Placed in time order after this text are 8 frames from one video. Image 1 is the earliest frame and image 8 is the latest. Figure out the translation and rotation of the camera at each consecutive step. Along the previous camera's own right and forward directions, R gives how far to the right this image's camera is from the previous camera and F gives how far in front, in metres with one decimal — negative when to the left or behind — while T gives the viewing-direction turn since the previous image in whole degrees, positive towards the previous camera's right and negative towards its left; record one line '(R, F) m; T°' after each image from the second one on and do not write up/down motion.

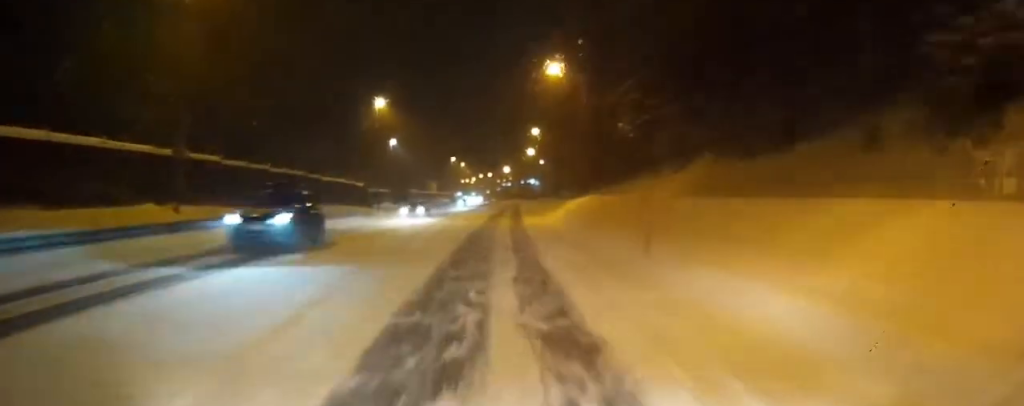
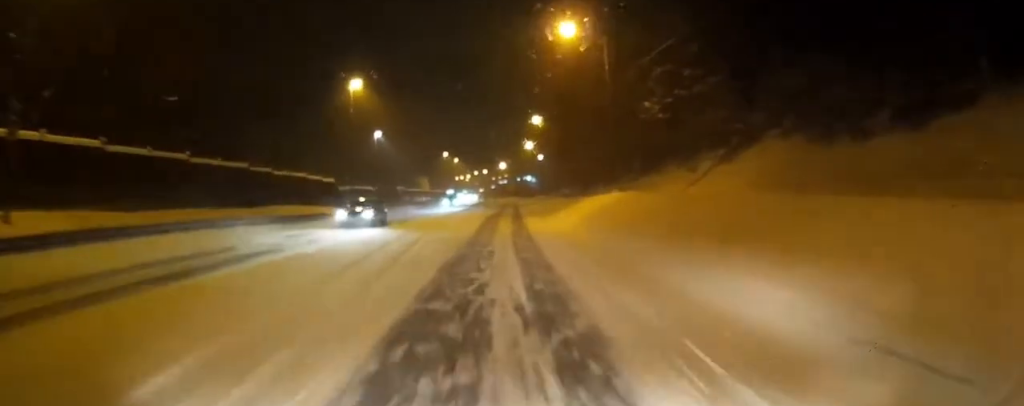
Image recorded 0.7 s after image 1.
(0.0, +8.8) m; +1°
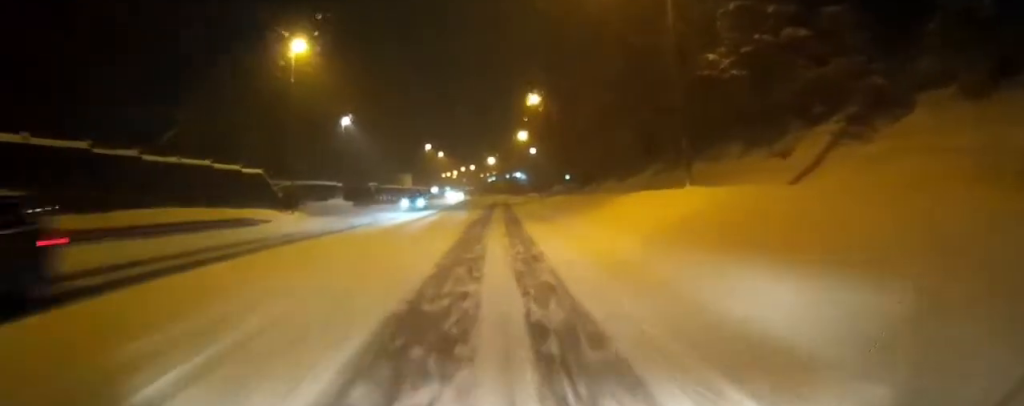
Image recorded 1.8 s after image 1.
(+0.1, +12.5) m; +1°
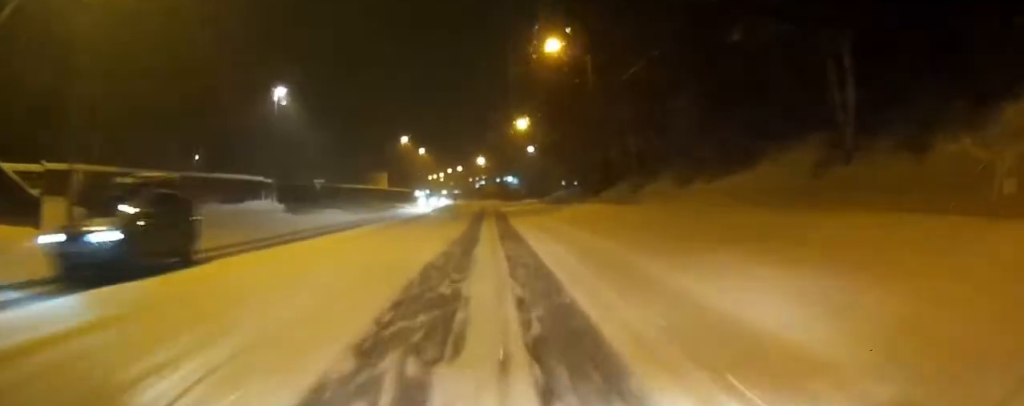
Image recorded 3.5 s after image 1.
(+0.1, +20.6) m; 0°
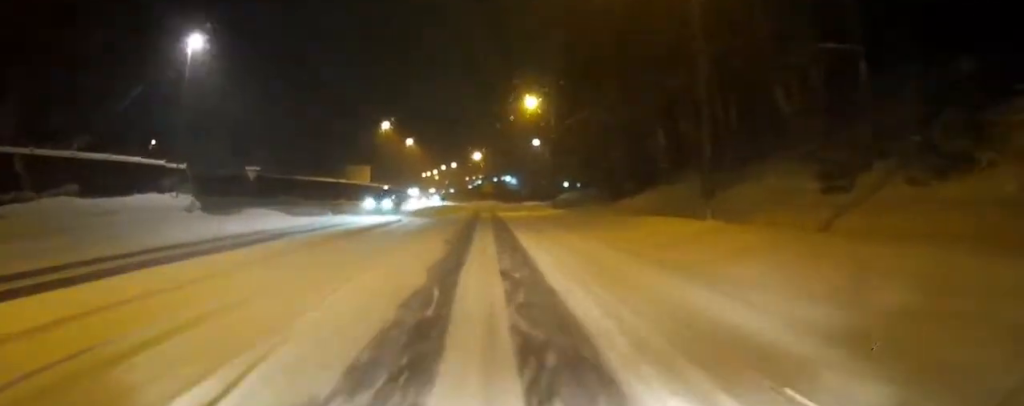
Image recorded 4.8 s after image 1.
(0.0, +15.9) m; 0°
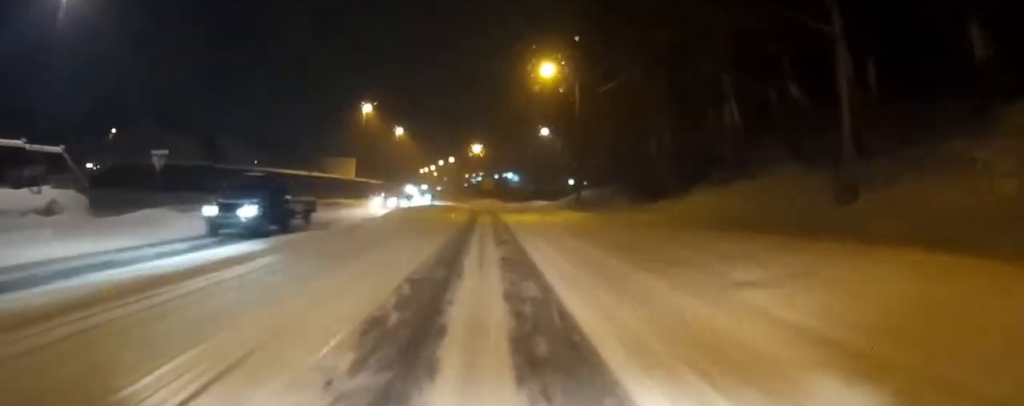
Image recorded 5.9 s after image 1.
(0.0, +12.4) m; 0°
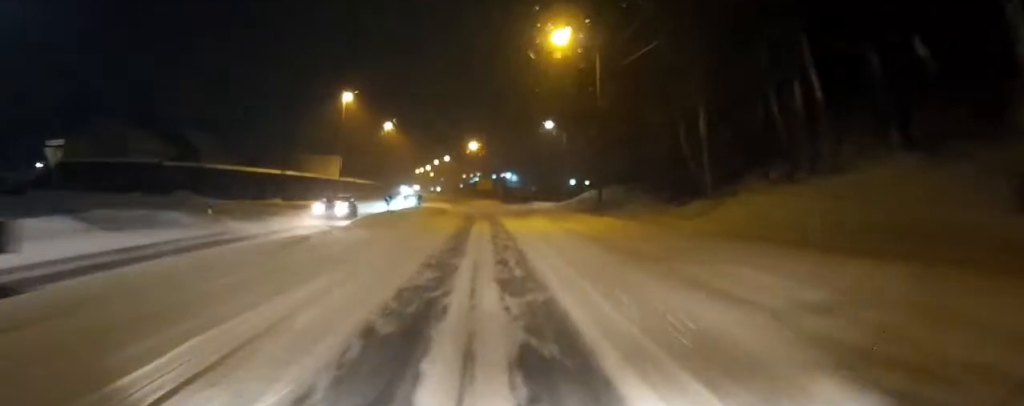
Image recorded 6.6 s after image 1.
(0.0, +8.0) m; 0°
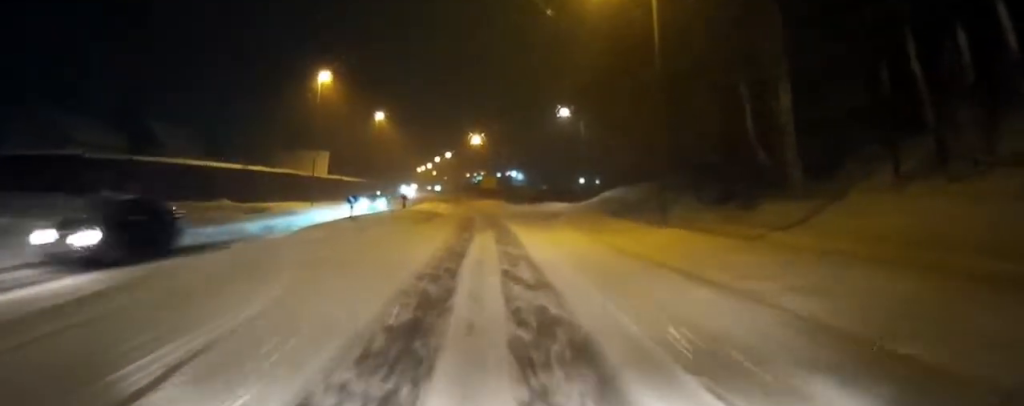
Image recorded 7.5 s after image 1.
(0.0, +9.6) m; 0°
